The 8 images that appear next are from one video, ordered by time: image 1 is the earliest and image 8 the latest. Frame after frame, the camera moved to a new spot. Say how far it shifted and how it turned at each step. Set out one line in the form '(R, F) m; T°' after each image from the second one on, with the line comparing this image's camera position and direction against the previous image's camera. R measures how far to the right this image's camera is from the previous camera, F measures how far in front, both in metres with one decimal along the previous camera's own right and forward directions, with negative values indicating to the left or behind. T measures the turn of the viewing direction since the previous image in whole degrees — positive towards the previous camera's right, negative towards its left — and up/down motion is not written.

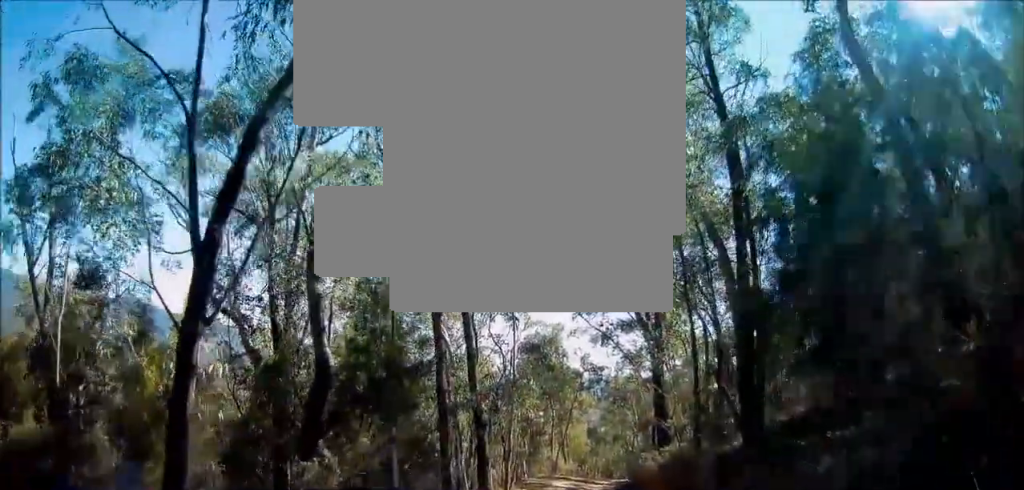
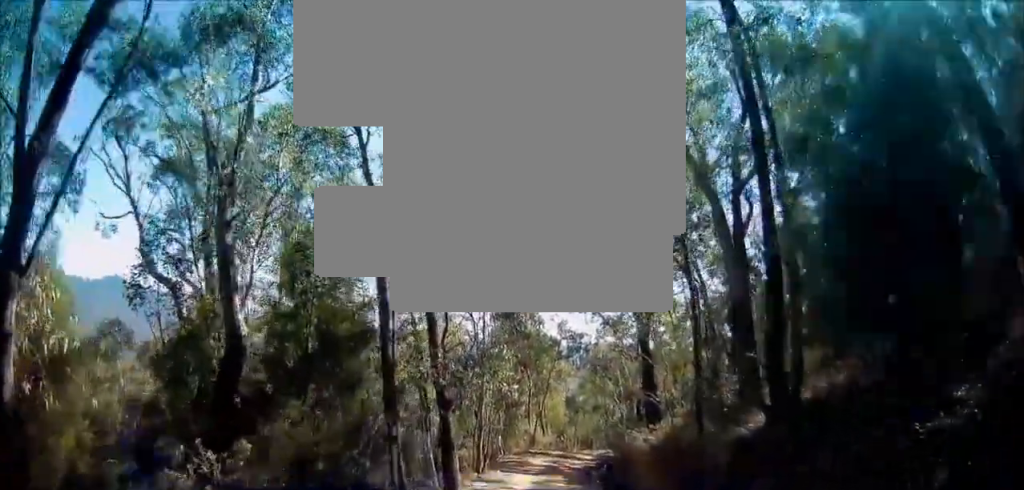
(+0.1, +3.0) m; +4°
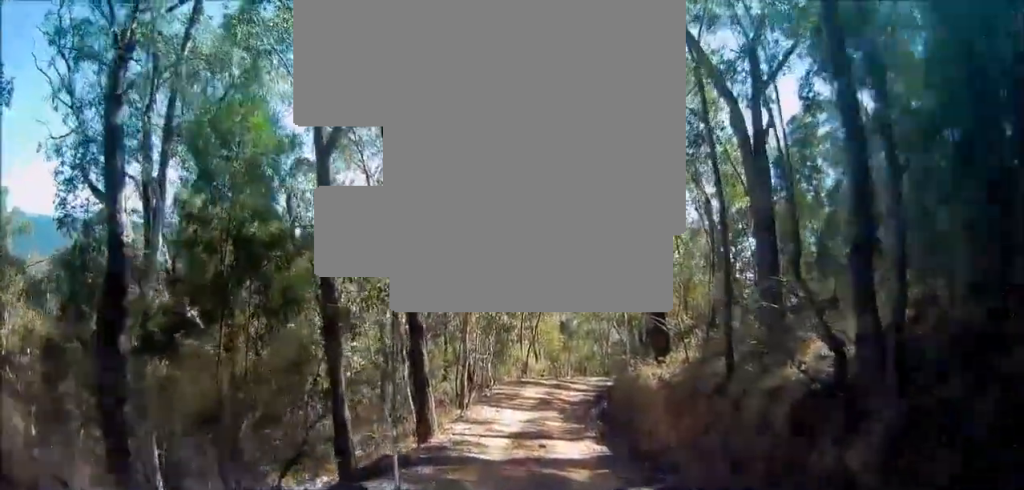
(+0.2, +3.0) m; -2°
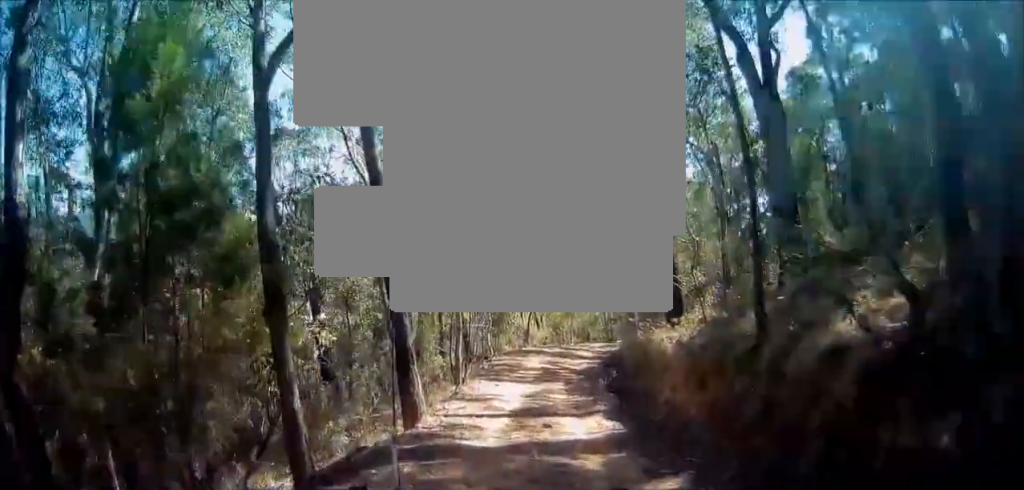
(0.0, +1.9) m; -1°
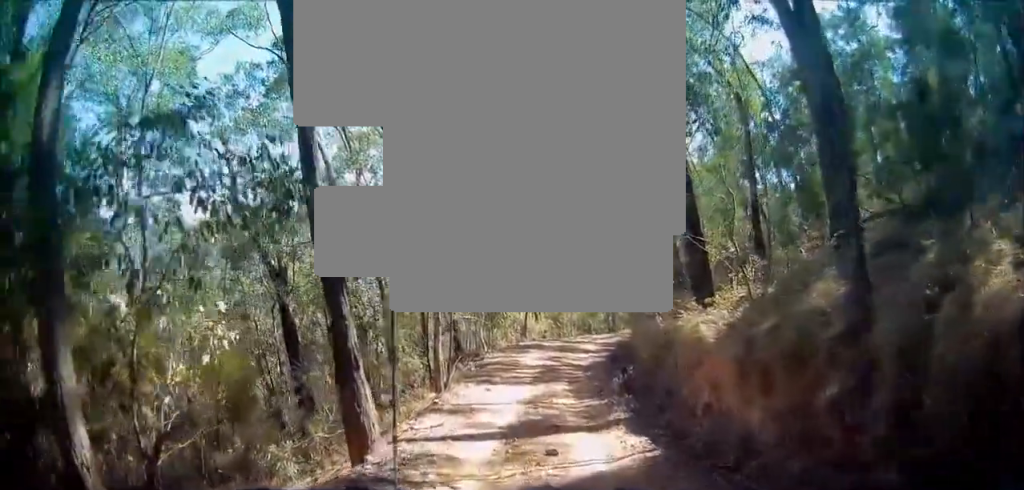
(-0.3, +3.7) m; 0°
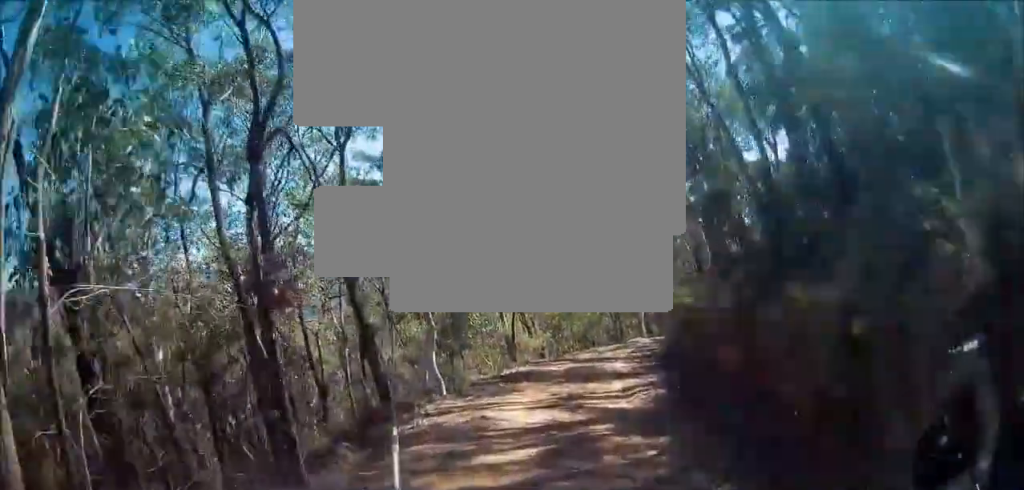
(+0.4, +13.0) m; +3°
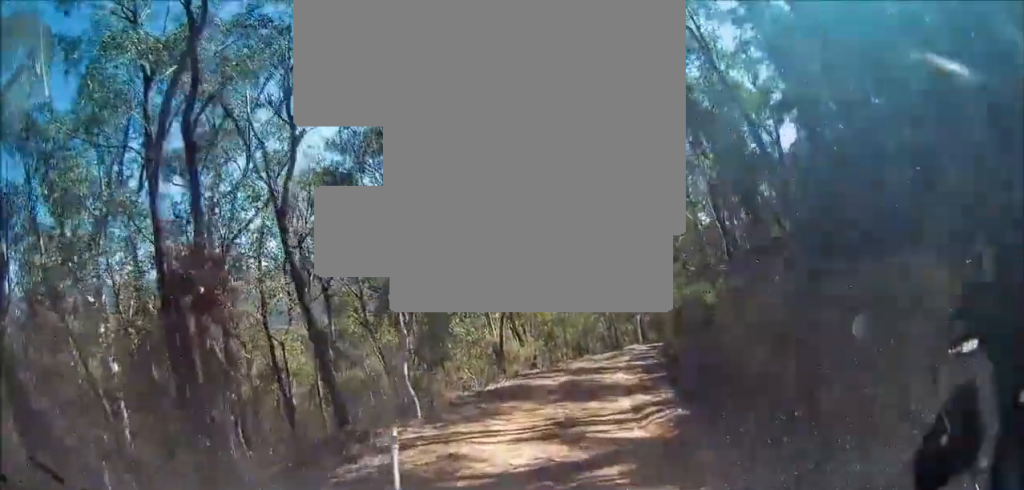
(0.0, +2.4) m; +1°
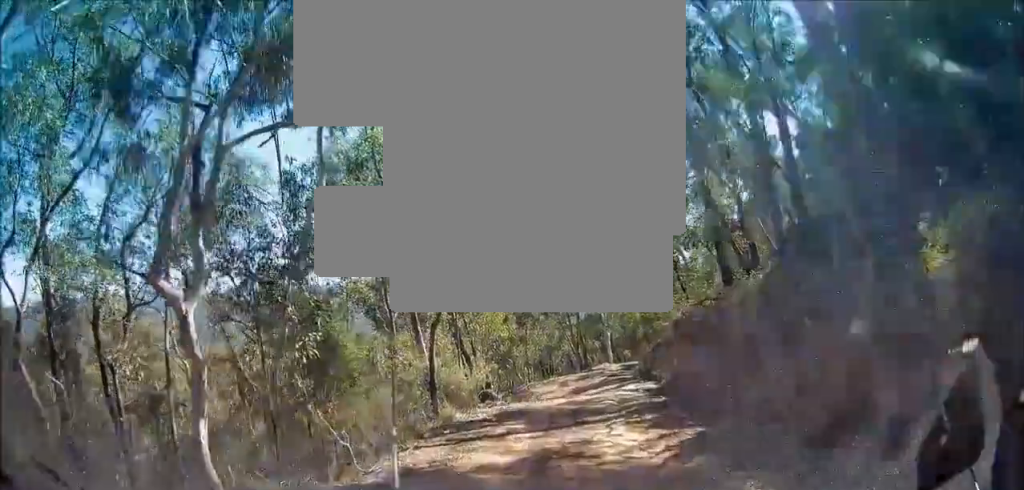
(+0.1, +7.6) m; 0°
